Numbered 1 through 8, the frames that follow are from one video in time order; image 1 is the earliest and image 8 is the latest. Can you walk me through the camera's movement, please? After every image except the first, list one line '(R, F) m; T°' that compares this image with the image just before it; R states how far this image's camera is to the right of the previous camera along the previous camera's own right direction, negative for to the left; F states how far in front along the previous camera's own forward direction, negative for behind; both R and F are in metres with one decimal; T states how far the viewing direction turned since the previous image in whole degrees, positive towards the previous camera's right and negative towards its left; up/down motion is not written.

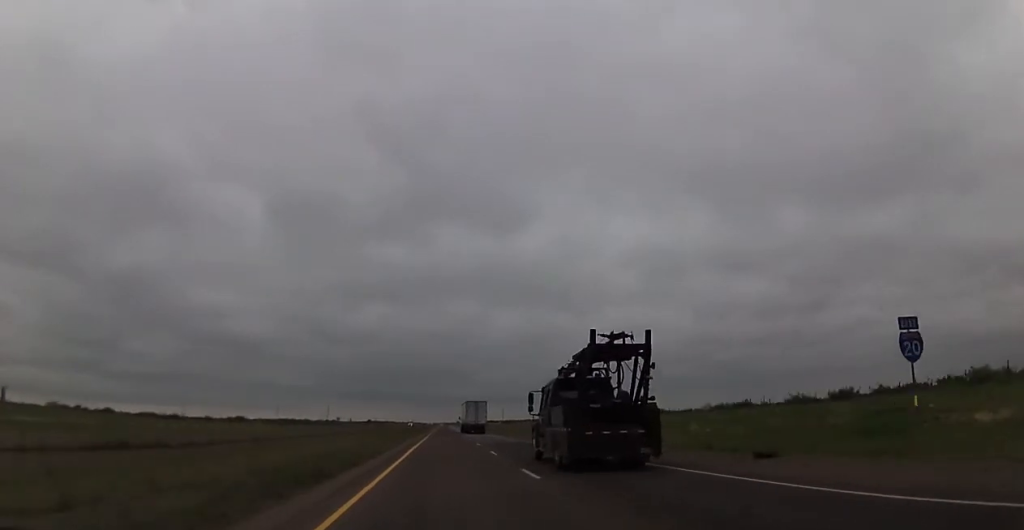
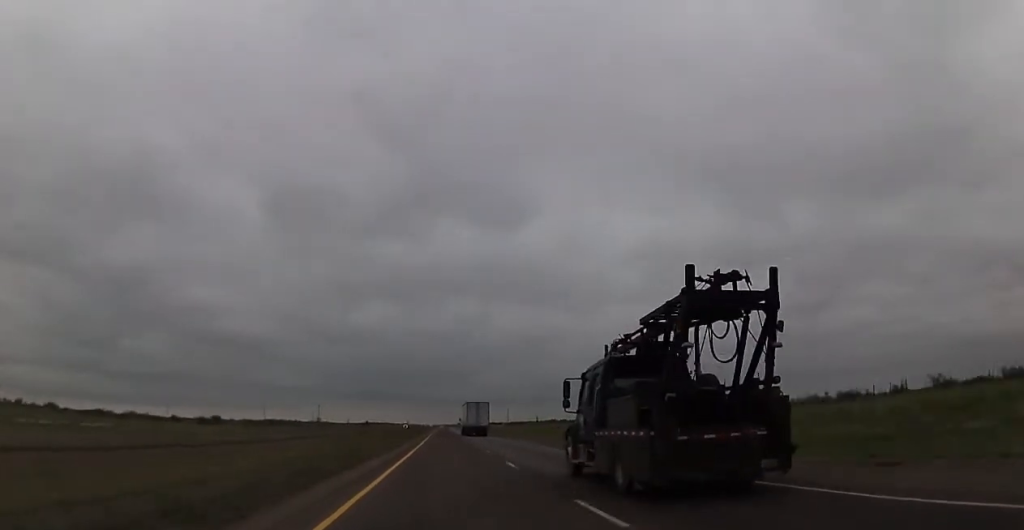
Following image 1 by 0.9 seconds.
(0.0, +31.8) m; 0°
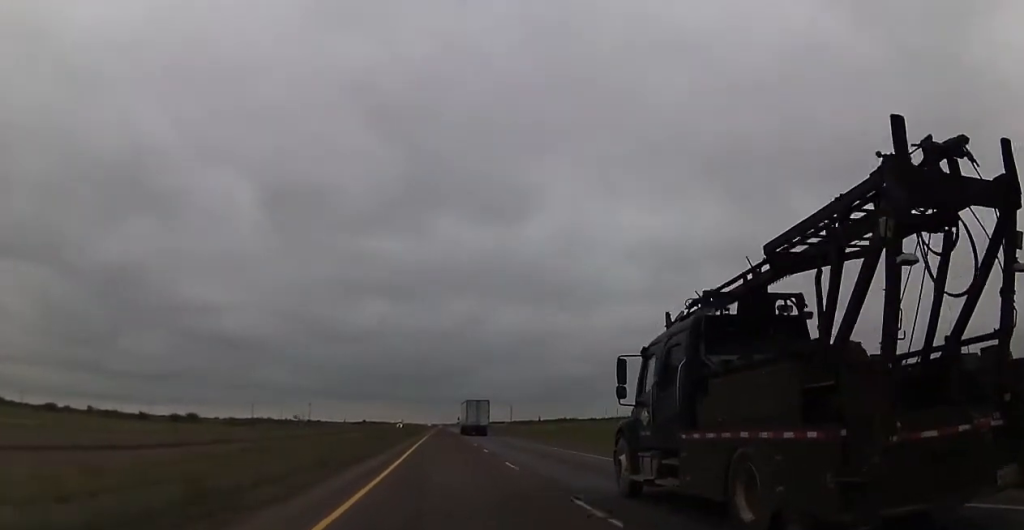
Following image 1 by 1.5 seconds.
(0.0, +24.4) m; 0°
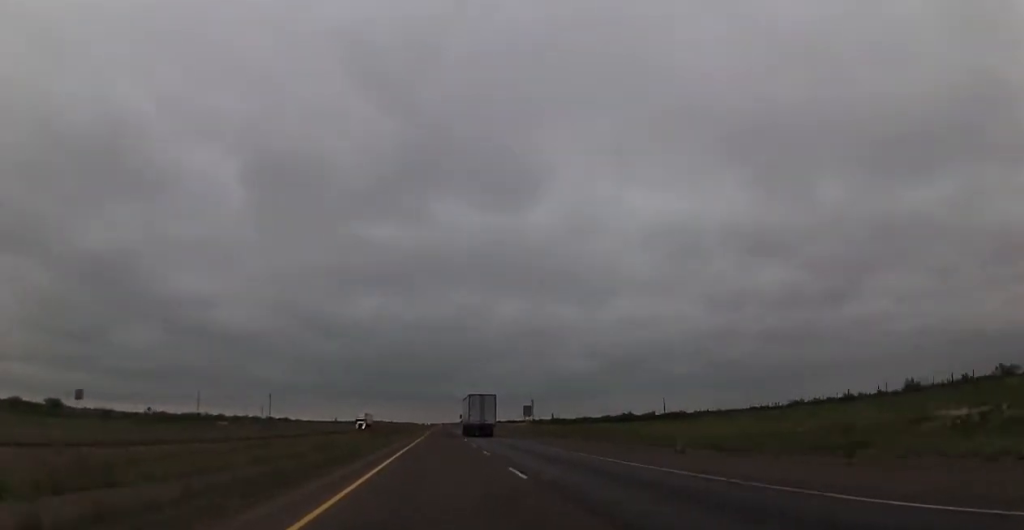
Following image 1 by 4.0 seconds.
(-0.1, +88.9) m; 0°
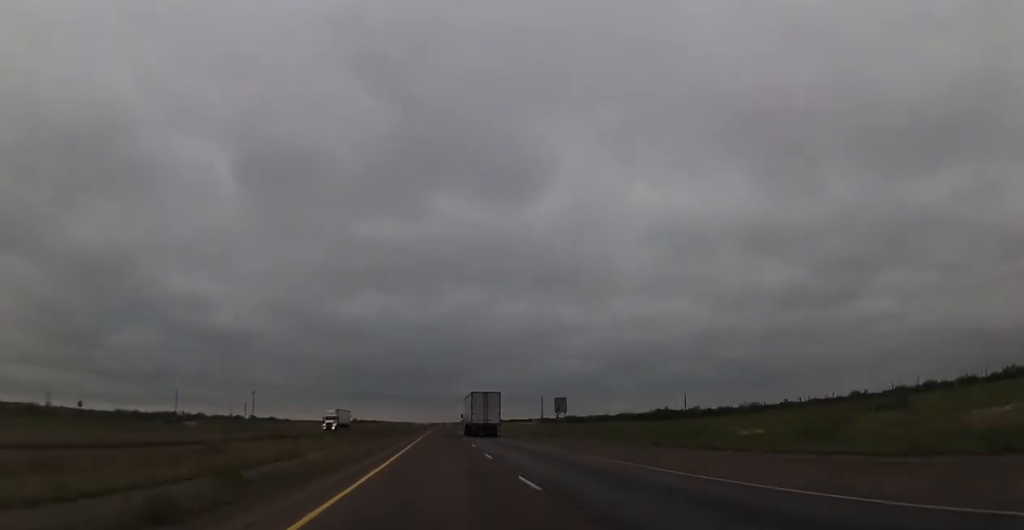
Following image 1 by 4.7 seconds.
(-0.1, +26.8) m; 0°
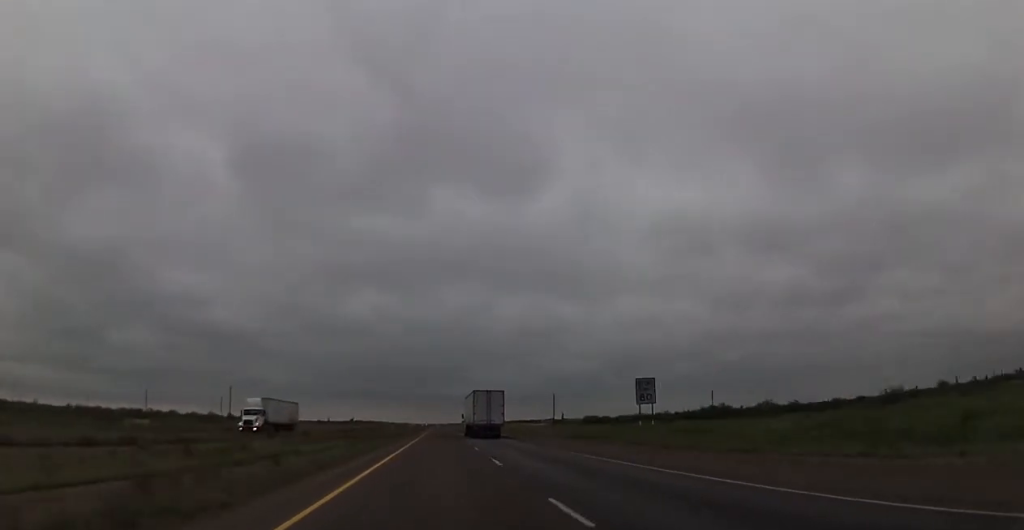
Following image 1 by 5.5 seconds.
(+0.1, +29.3) m; 0°
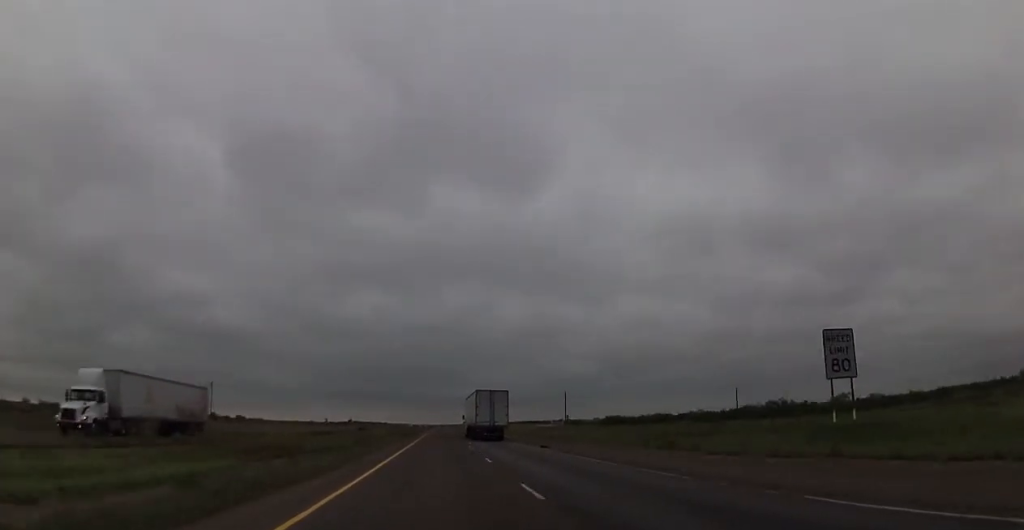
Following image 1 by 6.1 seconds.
(0.0, +20.7) m; 0°
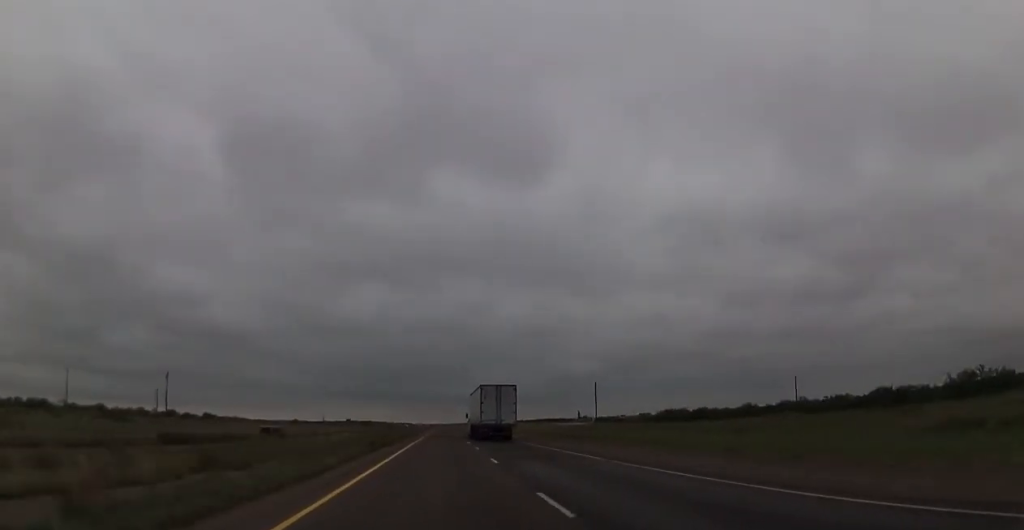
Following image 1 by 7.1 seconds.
(0.0, +38.8) m; 0°
